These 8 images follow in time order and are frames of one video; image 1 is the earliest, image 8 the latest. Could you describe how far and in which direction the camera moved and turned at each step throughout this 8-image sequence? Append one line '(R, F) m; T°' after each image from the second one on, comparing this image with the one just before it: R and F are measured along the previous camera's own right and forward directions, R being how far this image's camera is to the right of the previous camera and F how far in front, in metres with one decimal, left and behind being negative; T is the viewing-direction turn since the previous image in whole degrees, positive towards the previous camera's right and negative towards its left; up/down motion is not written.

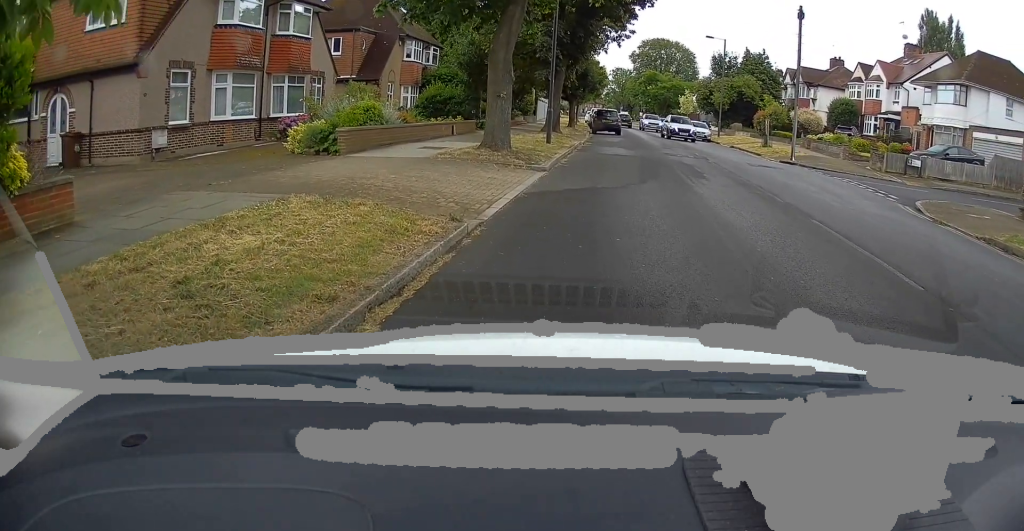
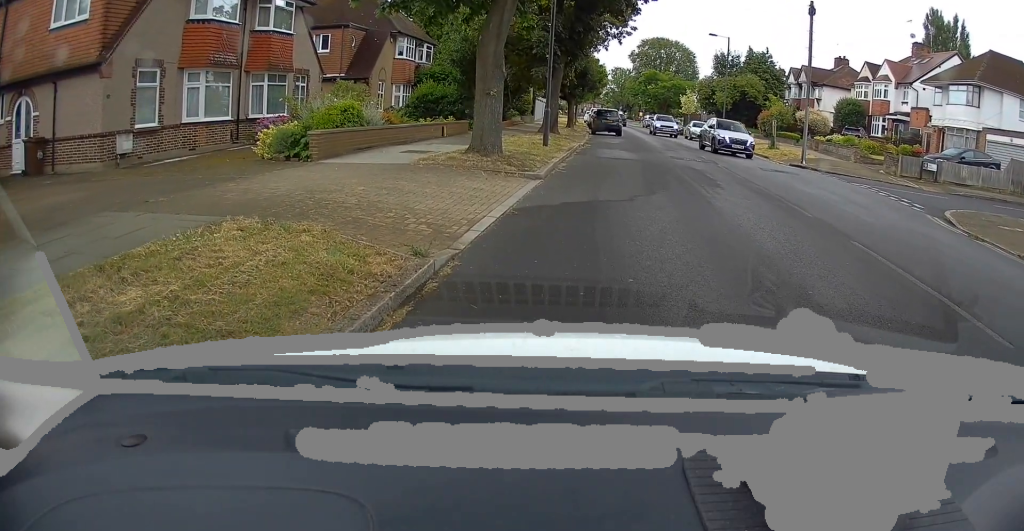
(0.0, +1.4) m; 0°
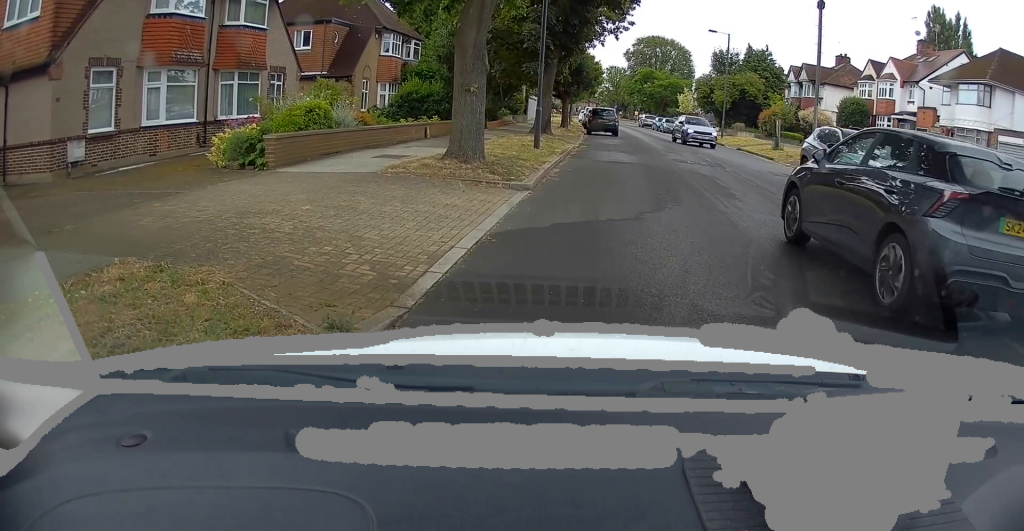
(0.0, +1.7) m; -3°
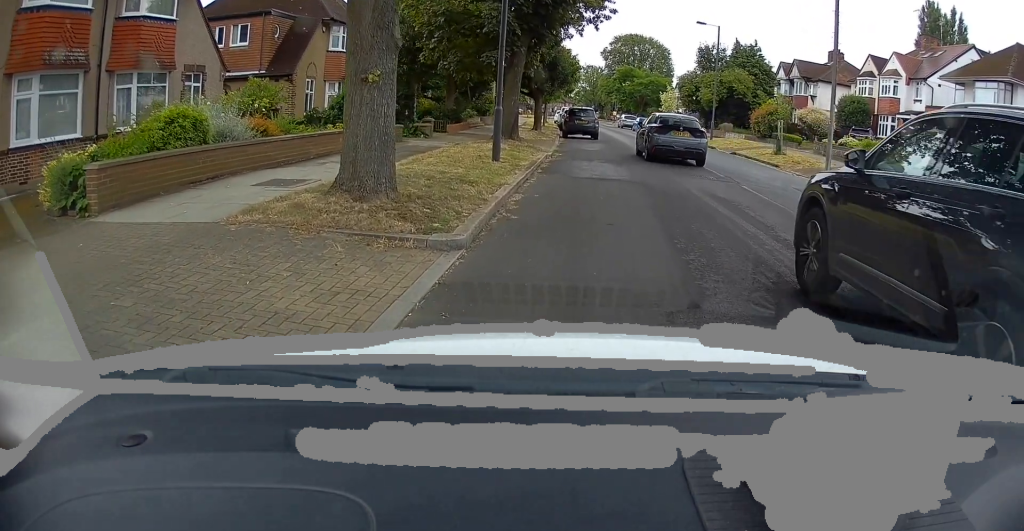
(-0.4, +4.2) m; -7°
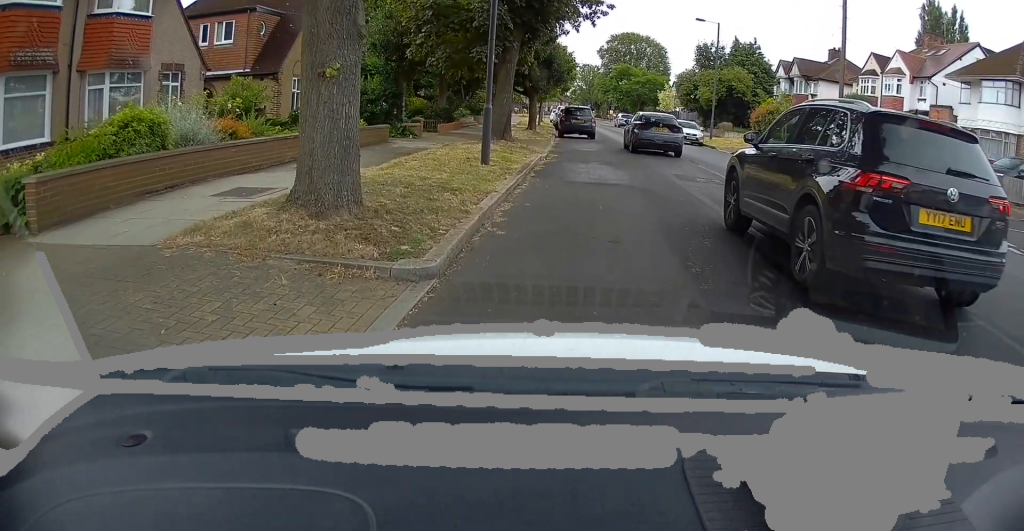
(0.0, +1.1) m; +1°
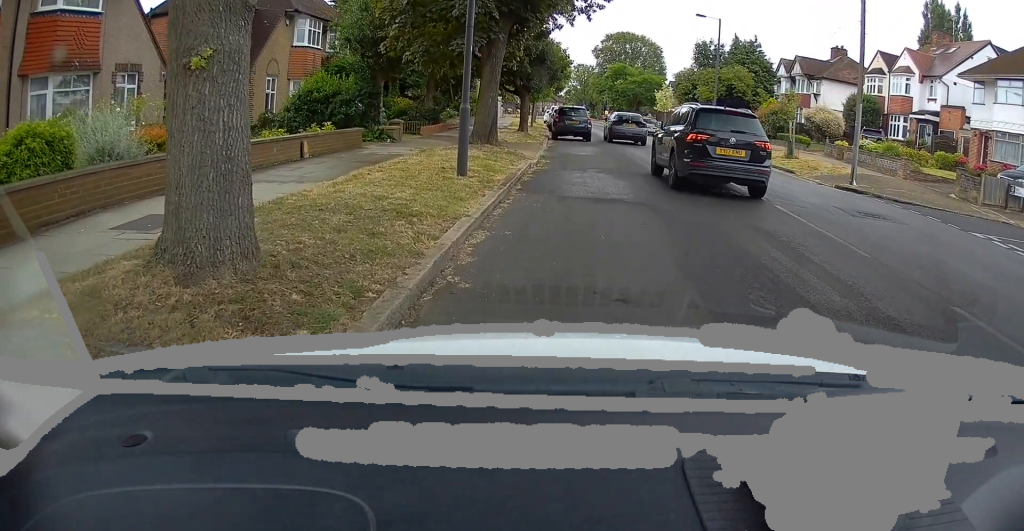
(0.0, +2.2) m; +4°
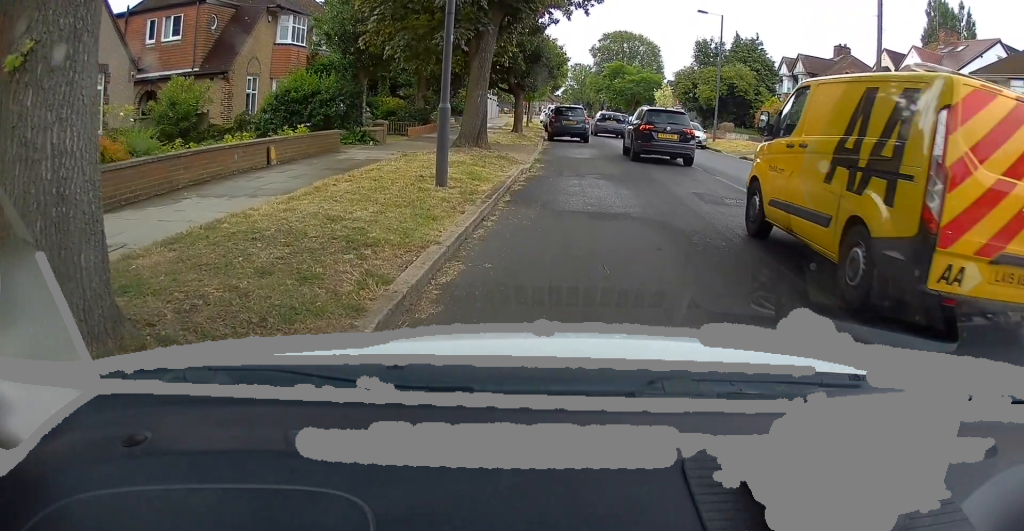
(+0.1, +1.6) m; +5°
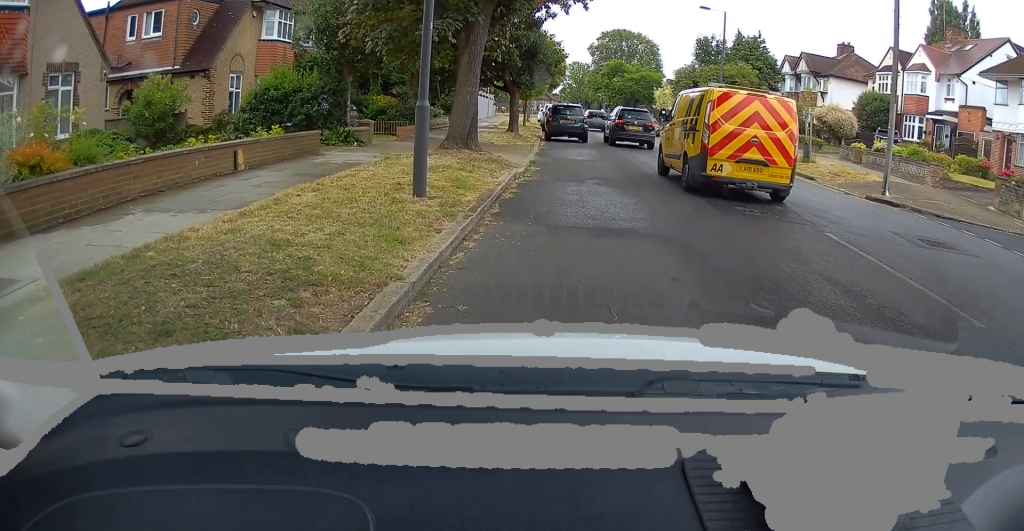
(+0.1, +1.3) m; +3°
